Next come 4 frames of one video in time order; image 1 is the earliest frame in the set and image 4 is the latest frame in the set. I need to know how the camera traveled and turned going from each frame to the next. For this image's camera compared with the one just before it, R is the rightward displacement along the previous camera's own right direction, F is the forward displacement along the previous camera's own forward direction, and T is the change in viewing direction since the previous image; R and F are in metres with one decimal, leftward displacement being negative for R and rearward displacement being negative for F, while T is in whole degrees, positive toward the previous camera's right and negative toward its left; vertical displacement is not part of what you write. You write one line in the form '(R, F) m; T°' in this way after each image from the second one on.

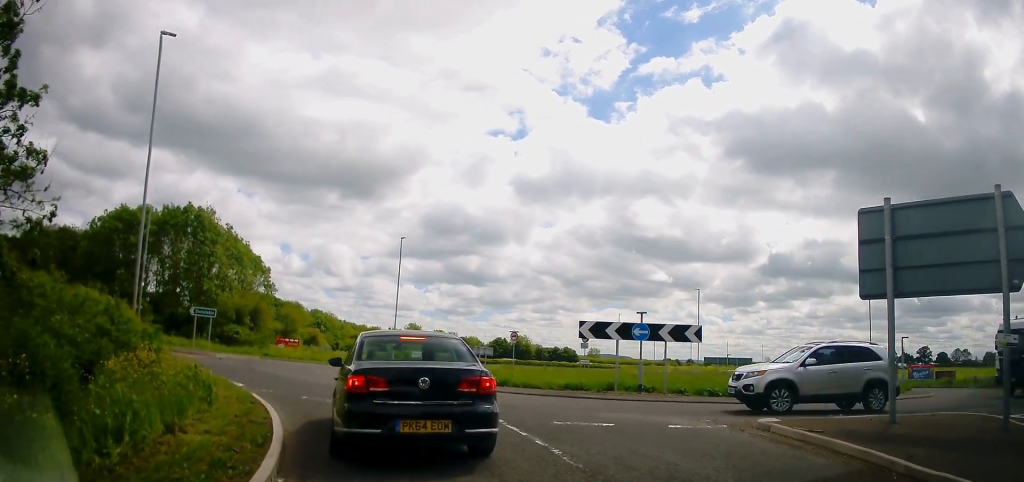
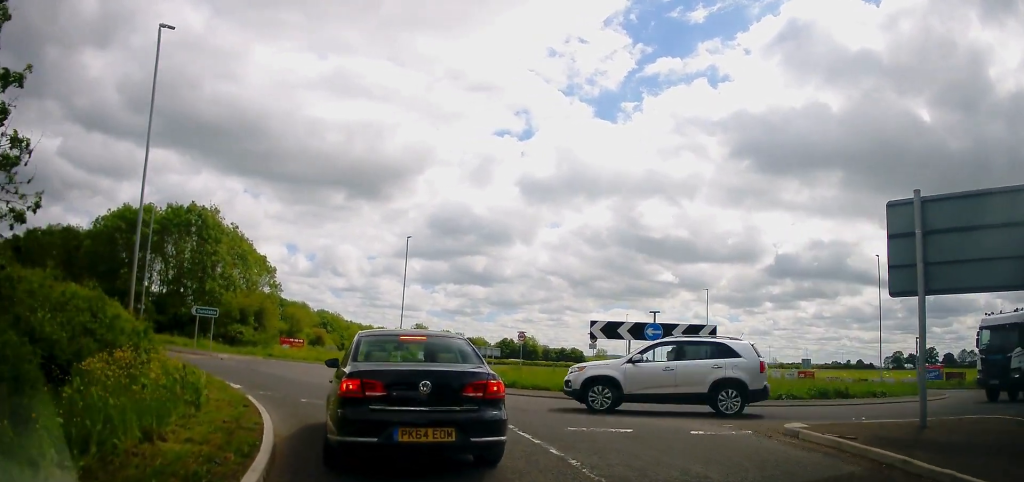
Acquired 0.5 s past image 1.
(+0.1, +0.6) m; 0°
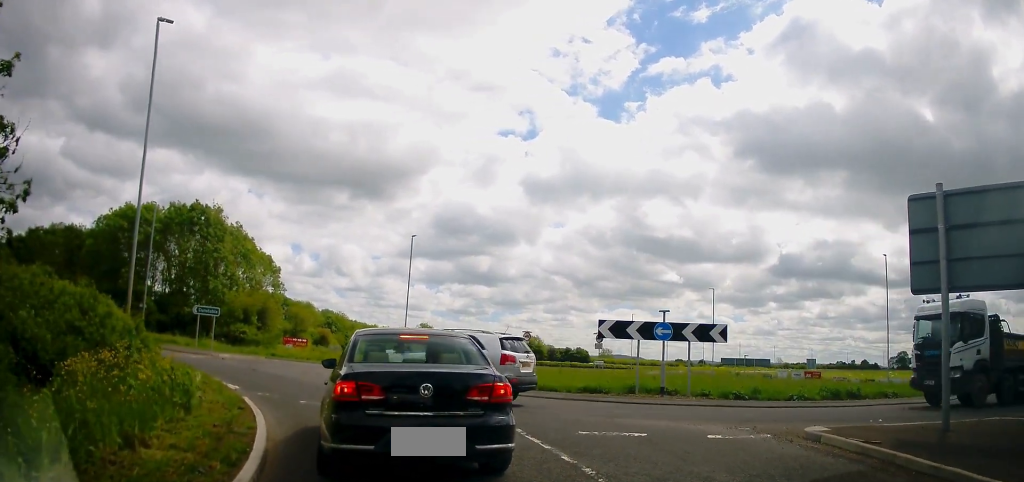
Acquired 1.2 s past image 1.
(+0.1, +0.5) m; 0°
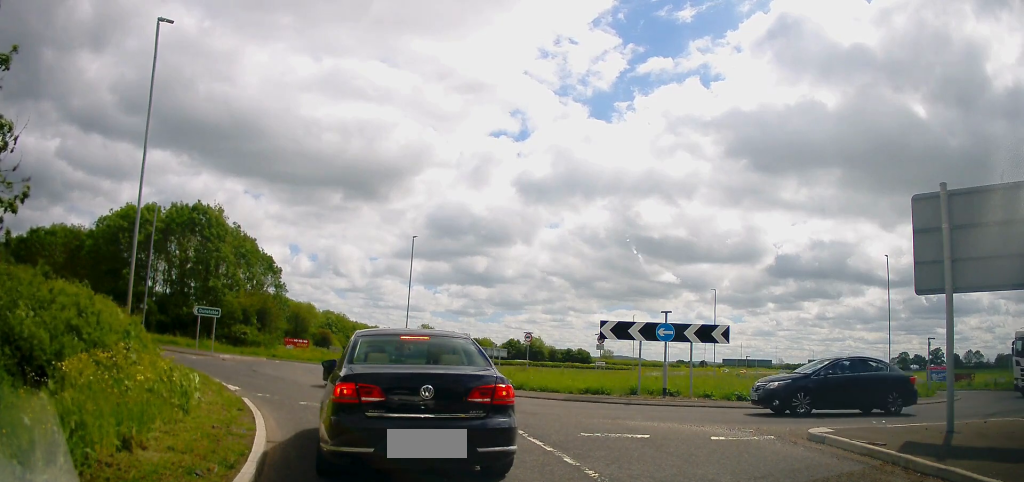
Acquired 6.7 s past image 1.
(+0.1, +0.3) m; 0°
